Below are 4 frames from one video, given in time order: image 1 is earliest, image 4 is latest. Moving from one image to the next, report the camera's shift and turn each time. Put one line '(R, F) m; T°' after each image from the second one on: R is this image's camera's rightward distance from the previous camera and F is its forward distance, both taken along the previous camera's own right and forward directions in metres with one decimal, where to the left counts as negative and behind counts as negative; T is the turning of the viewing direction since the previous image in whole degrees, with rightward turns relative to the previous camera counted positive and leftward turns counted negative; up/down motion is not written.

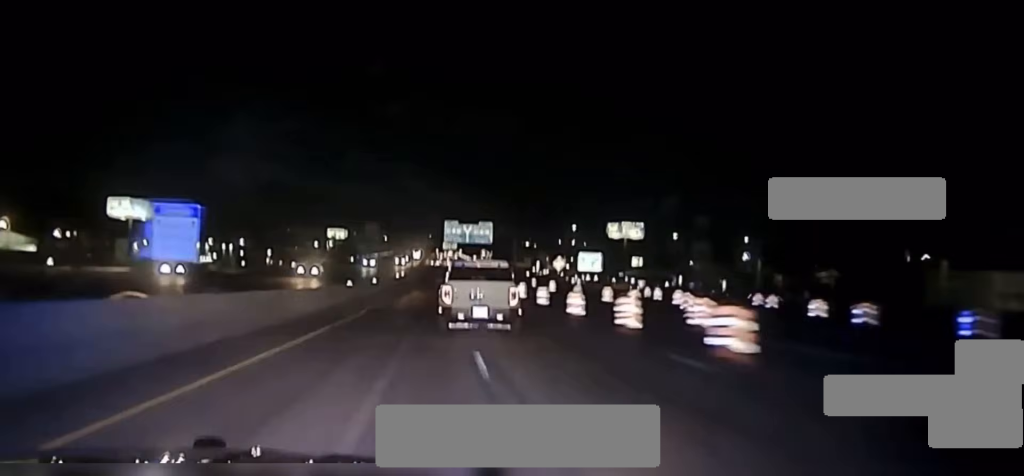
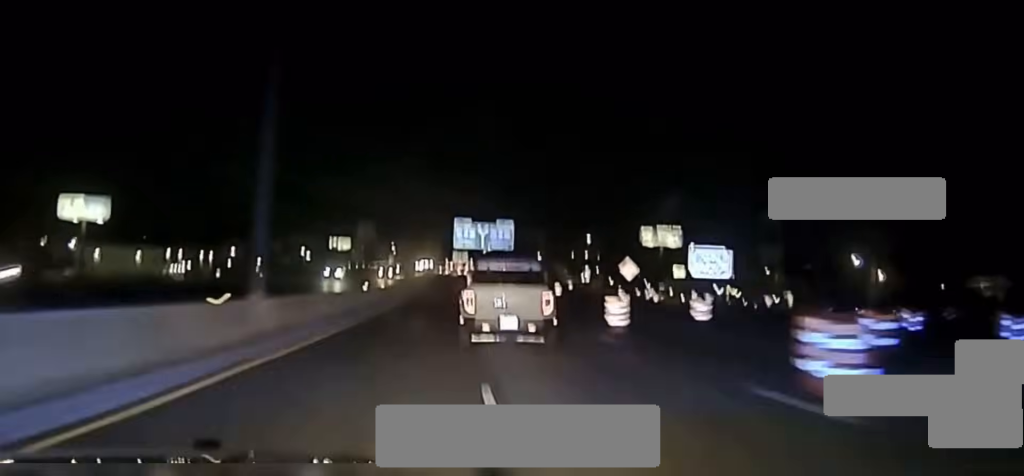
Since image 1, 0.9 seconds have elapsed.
(0.0, +40.8) m; 0°
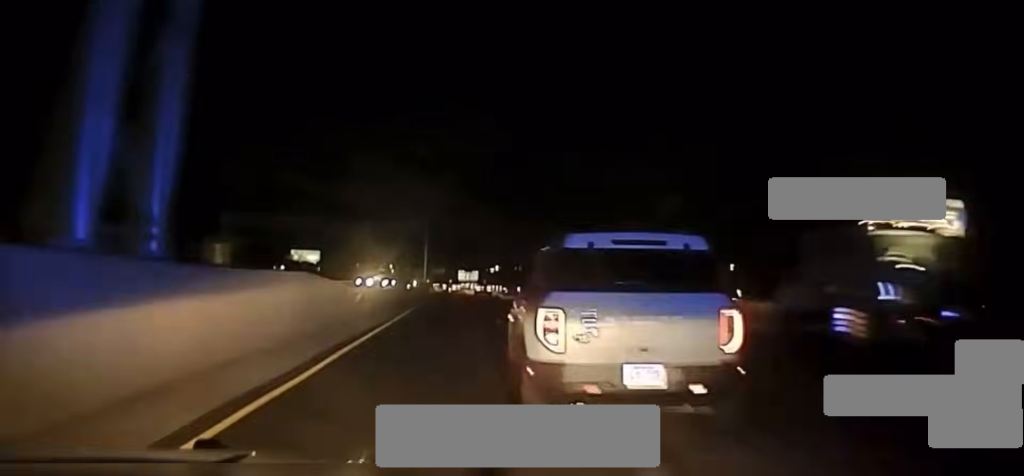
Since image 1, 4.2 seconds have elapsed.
(-1.1, +162.1) m; -1°
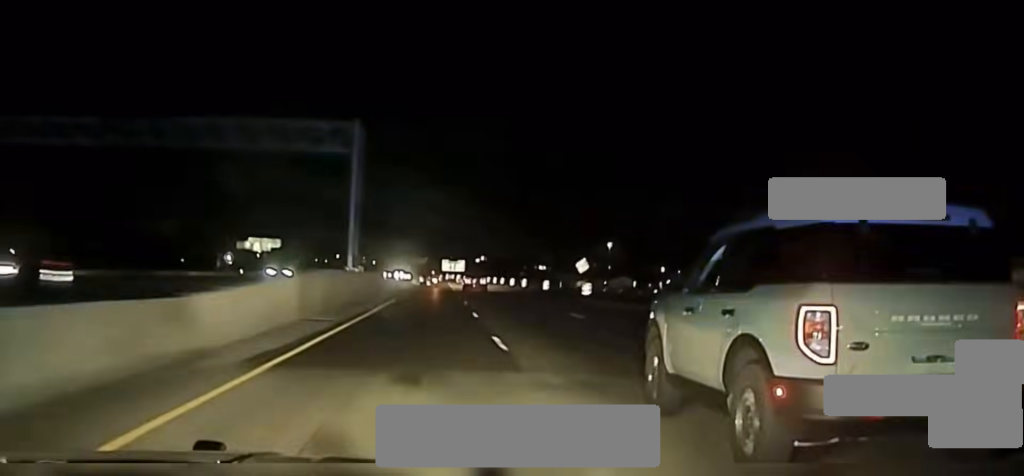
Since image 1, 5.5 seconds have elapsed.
(+0.6, +60.4) m; +1°
